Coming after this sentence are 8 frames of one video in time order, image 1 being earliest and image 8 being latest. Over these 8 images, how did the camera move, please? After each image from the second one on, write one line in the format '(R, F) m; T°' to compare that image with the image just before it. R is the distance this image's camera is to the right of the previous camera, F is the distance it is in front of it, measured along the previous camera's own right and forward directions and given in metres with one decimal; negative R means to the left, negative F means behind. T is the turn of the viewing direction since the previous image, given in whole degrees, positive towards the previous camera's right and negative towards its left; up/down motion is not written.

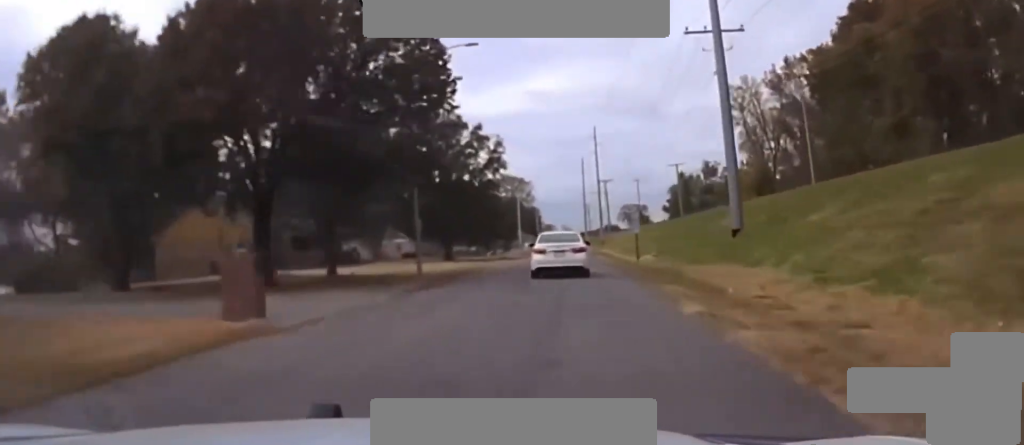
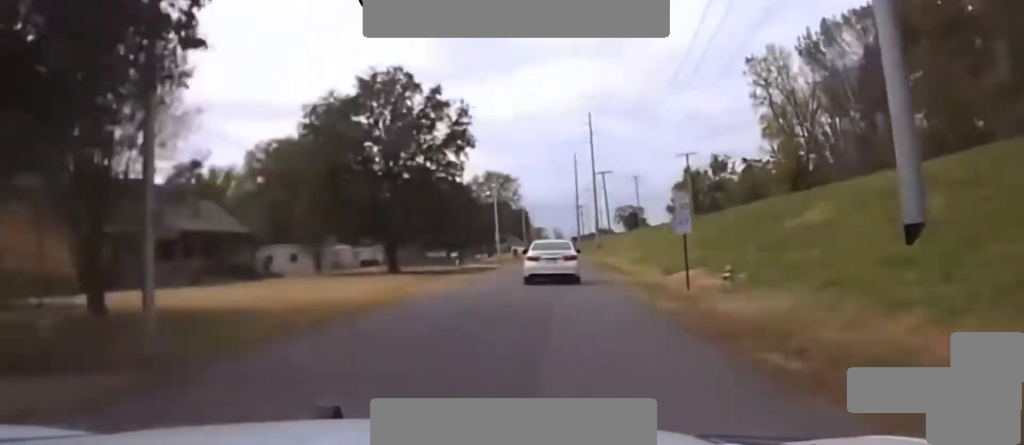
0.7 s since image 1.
(-0.1, +22.5) m; 0°
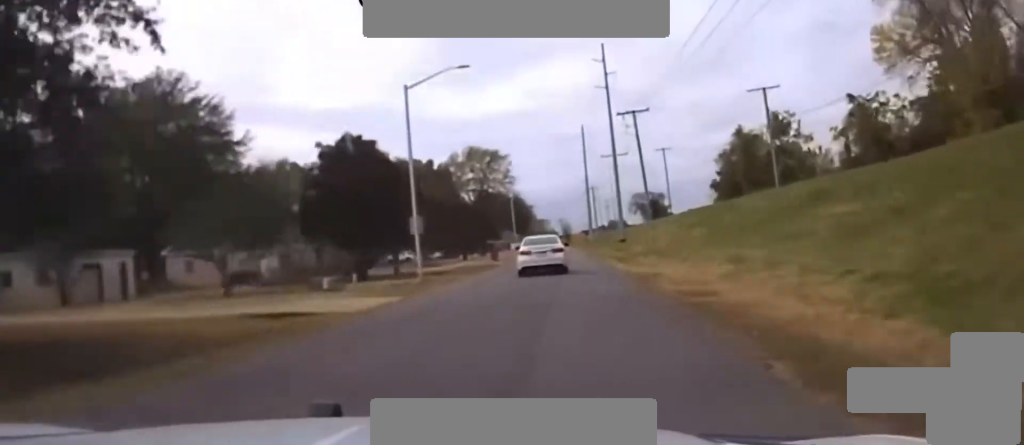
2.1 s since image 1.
(-0.2, +47.8) m; -1°
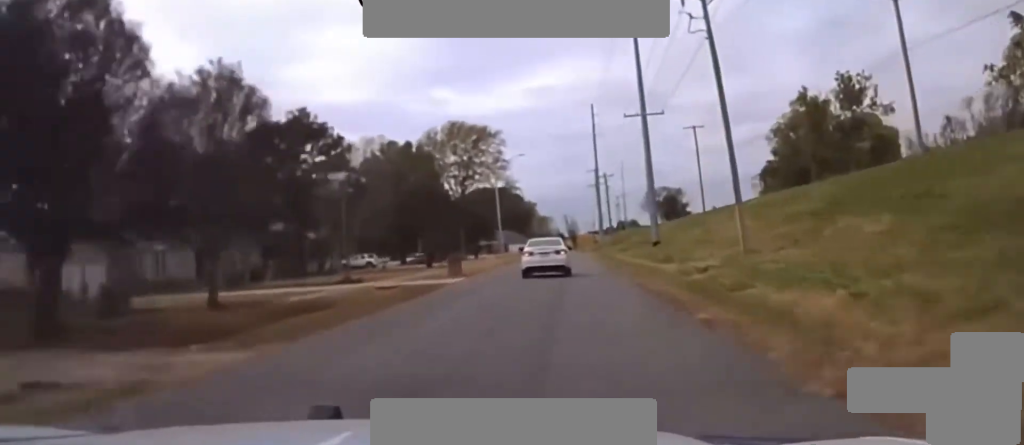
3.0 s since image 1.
(-0.1, +30.9) m; 0°
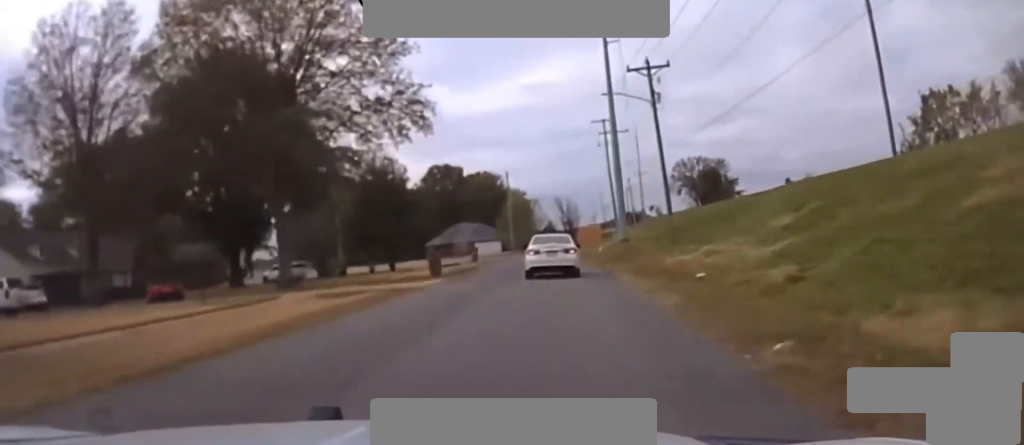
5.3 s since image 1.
(+0.5, +77.1) m; 0°
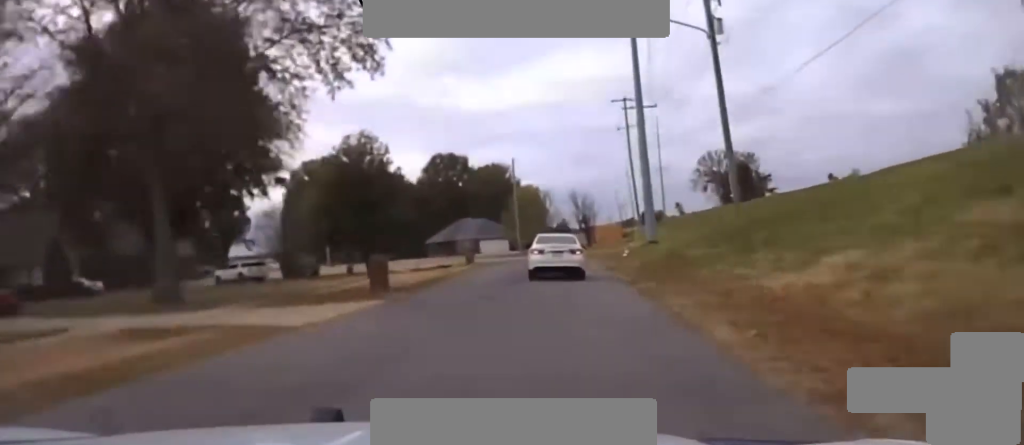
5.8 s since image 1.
(0.0, +16.7) m; -1°
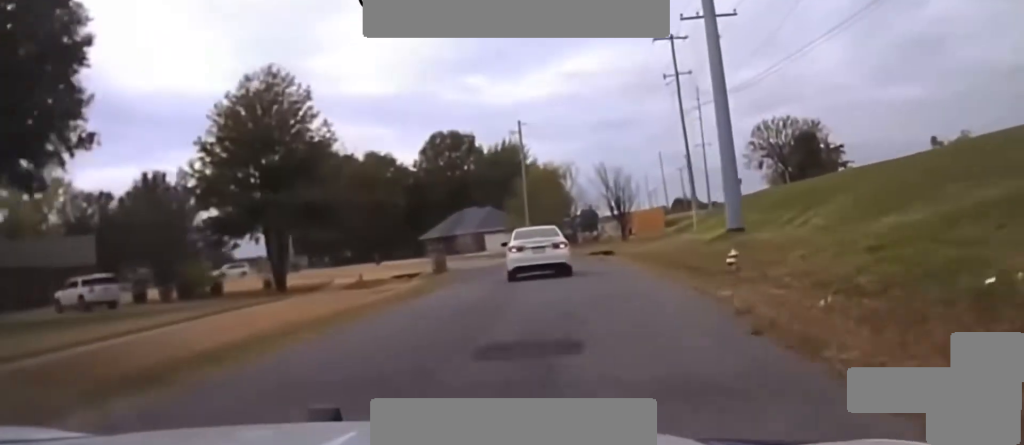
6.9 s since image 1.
(-0.6, +29.8) m; -2°
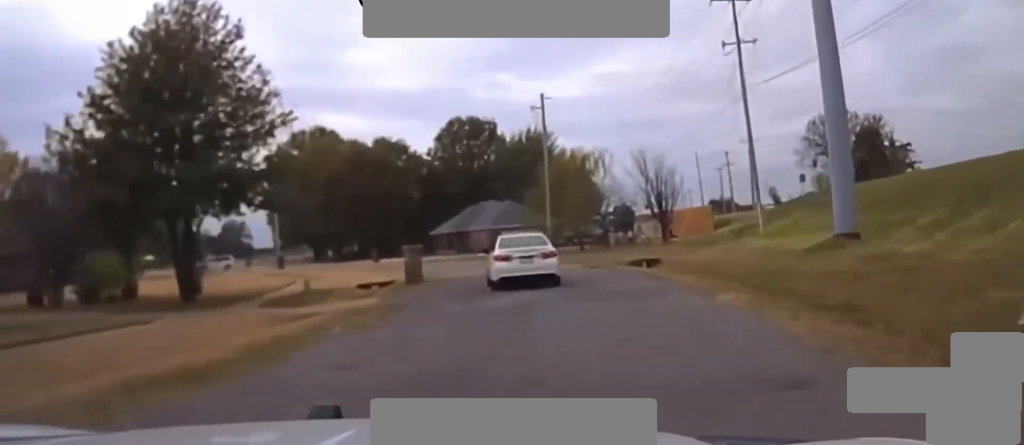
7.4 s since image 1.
(+0.4, +15.1) m; -2°
